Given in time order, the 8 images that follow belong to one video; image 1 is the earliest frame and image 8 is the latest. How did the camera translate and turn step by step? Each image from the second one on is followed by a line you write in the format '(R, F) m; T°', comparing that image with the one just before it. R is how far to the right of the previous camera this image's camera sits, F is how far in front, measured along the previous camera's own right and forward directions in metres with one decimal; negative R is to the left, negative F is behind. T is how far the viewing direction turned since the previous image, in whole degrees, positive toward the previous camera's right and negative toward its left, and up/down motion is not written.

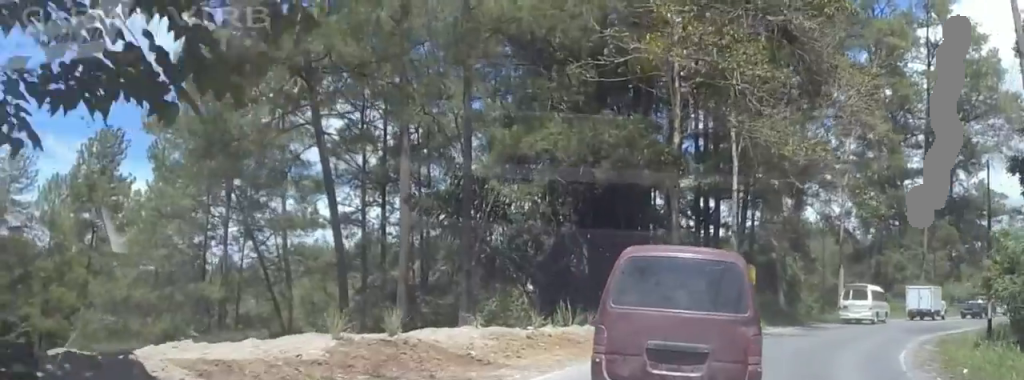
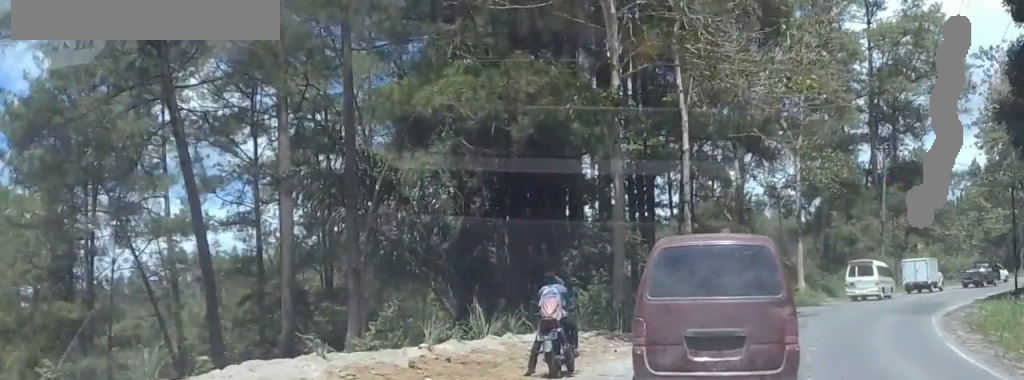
(-1.0, +8.3) m; +1°
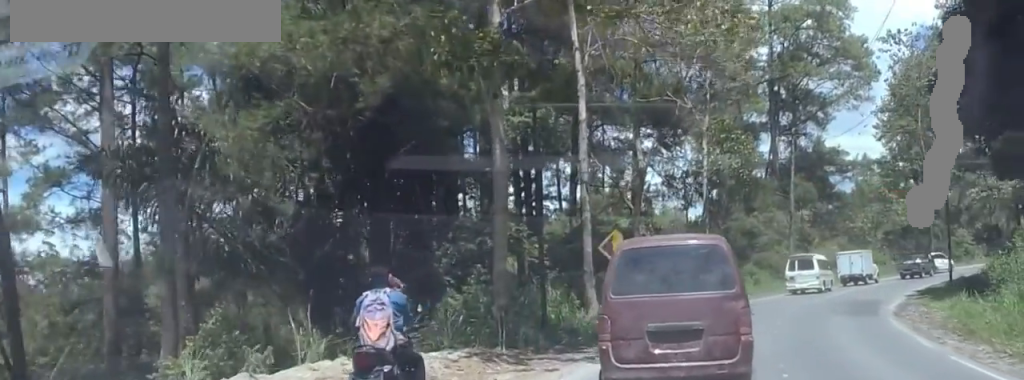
(+1.4, +6.5) m; +11°
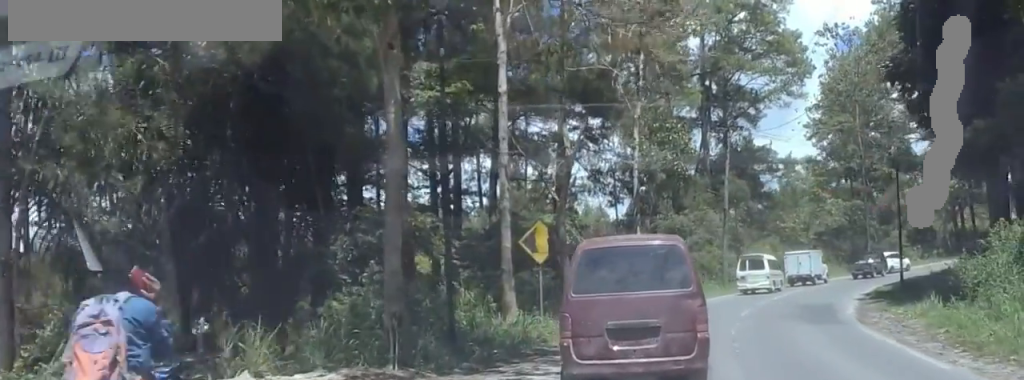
(+0.1, +4.1) m; -8°
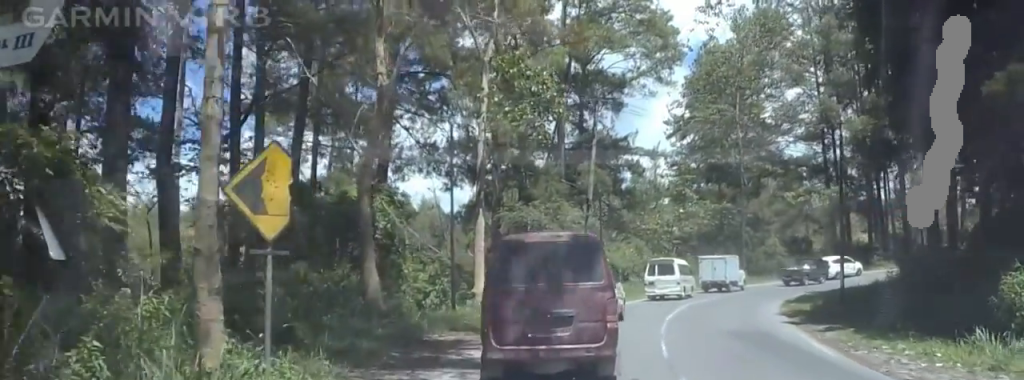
(-0.9, +11.3) m; +4°
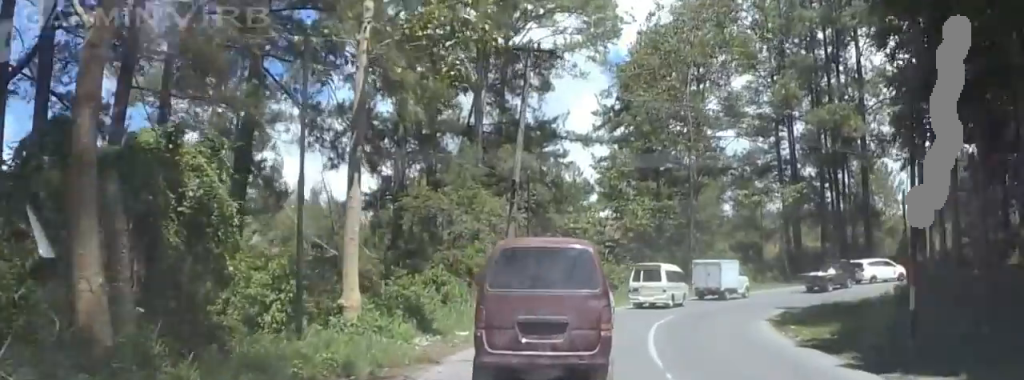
(+1.0, +9.8) m; +7°
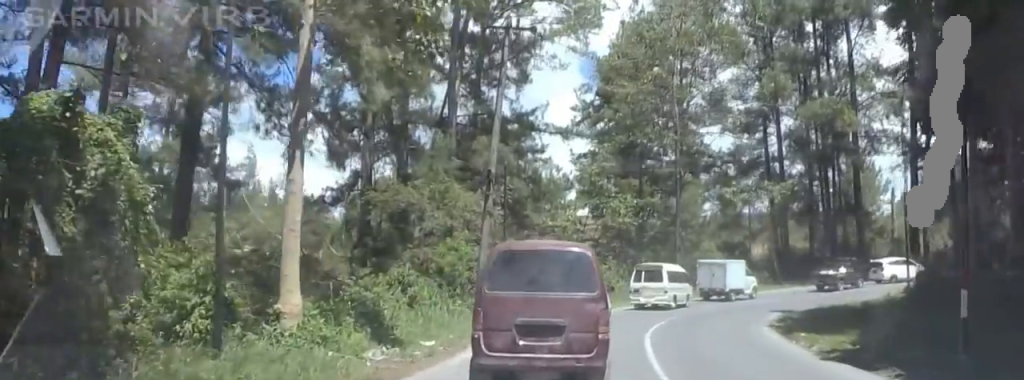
(0.0, +2.9) m; +2°
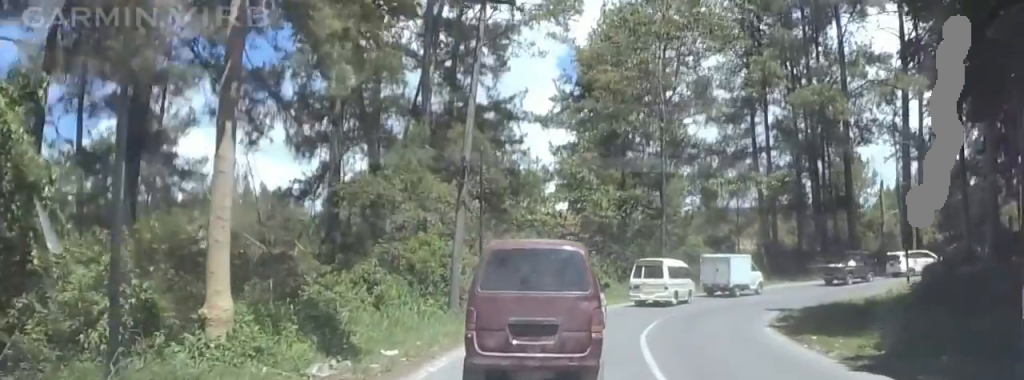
(0.0, +2.5) m; +4°
